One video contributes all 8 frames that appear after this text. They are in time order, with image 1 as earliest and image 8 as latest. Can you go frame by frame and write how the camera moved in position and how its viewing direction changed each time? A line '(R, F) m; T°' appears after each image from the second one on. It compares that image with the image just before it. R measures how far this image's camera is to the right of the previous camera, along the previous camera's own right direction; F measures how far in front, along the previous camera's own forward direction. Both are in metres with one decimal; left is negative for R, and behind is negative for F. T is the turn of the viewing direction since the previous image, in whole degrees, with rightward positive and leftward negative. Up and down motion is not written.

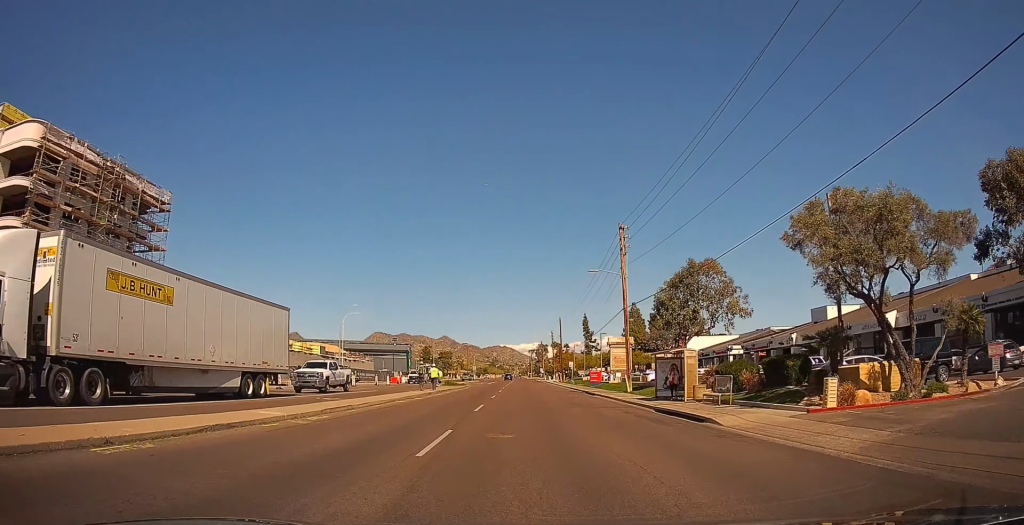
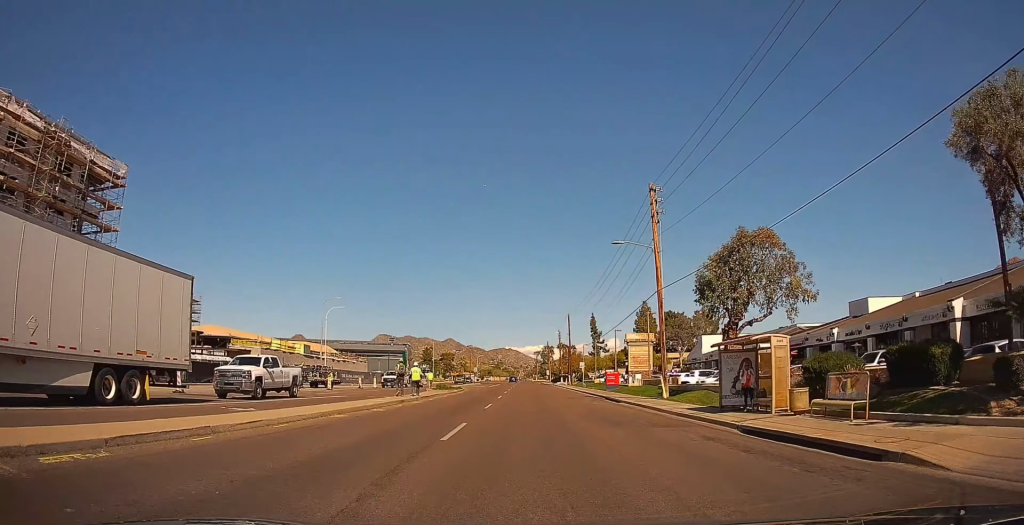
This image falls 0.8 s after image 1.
(+0.2, +9.0) m; +1°
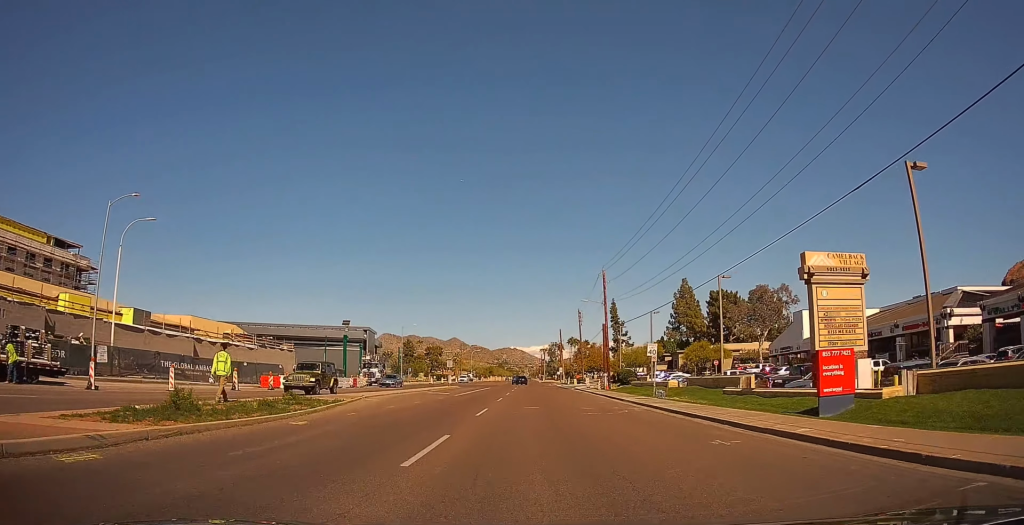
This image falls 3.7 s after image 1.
(-0.2, +40.7) m; -2°
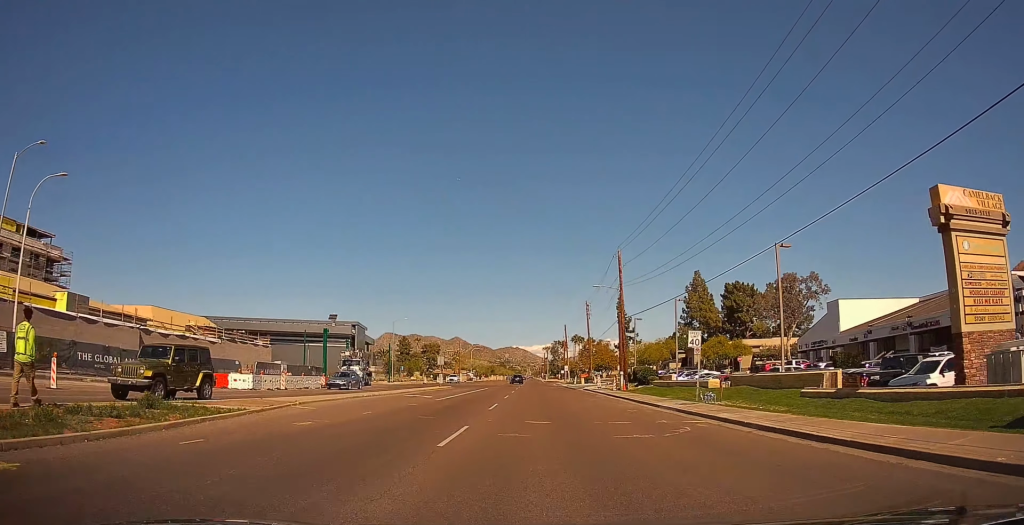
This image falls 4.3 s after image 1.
(-0.2, +9.3) m; 0°
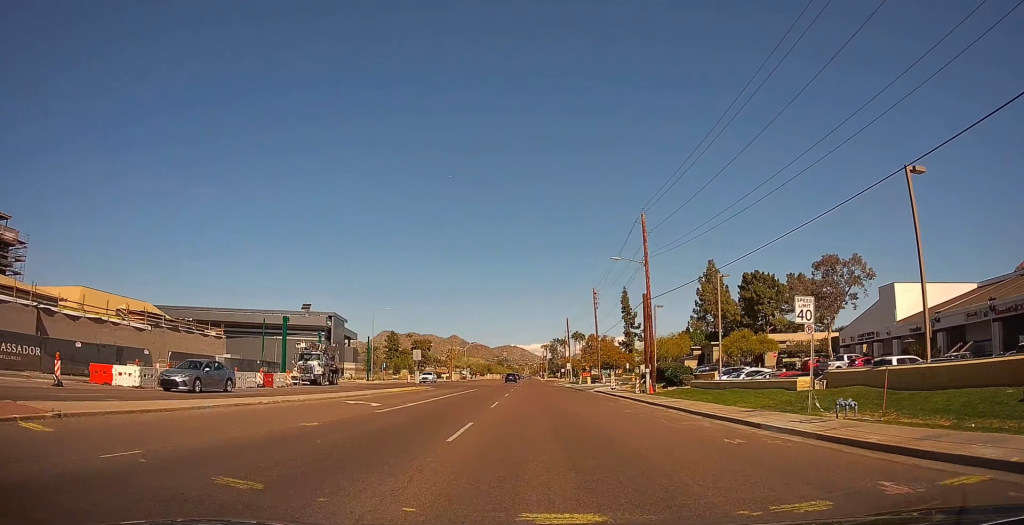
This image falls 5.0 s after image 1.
(-0.2, +12.3) m; 0°
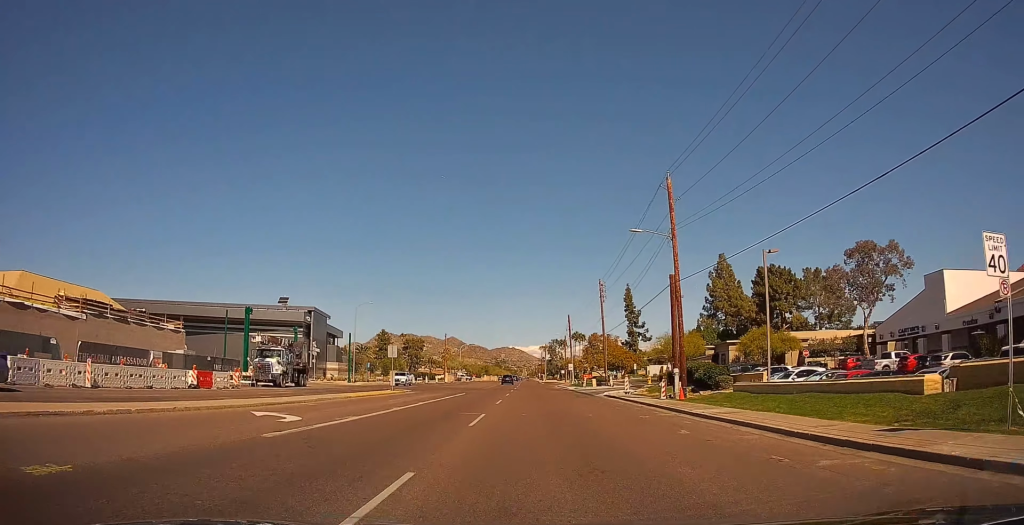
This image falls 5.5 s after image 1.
(+0.2, +8.6) m; 0°
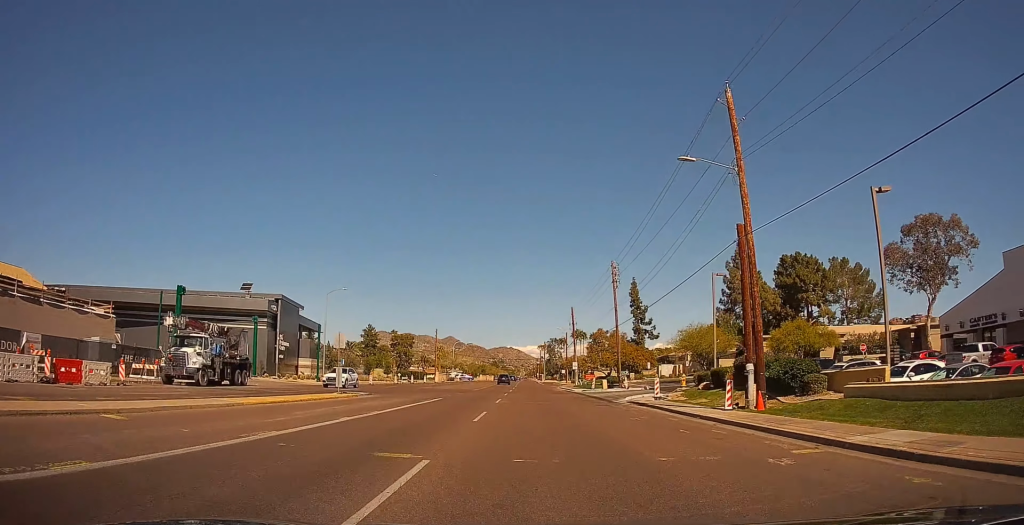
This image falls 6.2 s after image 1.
(0.0, +11.4) m; -1°
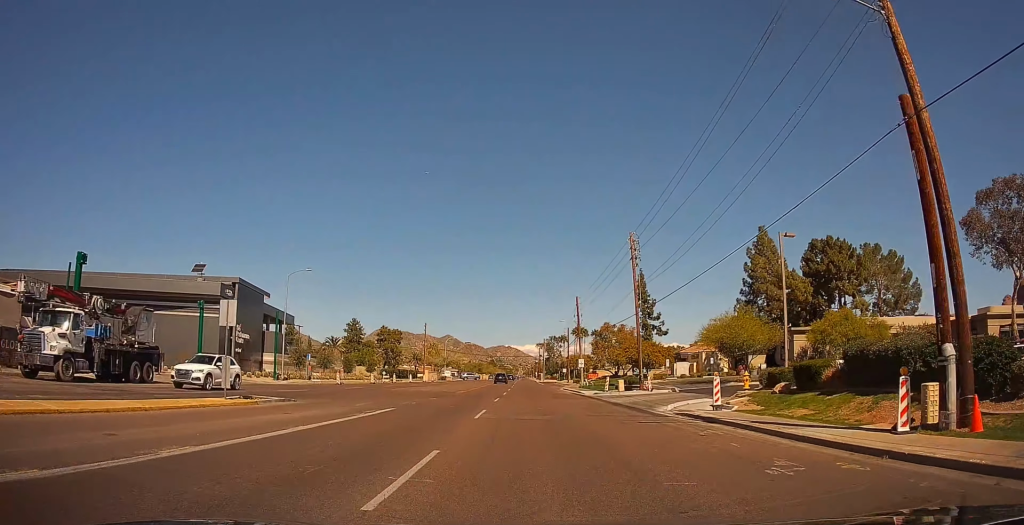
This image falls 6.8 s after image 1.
(-0.2, +11.4) m; -1°
